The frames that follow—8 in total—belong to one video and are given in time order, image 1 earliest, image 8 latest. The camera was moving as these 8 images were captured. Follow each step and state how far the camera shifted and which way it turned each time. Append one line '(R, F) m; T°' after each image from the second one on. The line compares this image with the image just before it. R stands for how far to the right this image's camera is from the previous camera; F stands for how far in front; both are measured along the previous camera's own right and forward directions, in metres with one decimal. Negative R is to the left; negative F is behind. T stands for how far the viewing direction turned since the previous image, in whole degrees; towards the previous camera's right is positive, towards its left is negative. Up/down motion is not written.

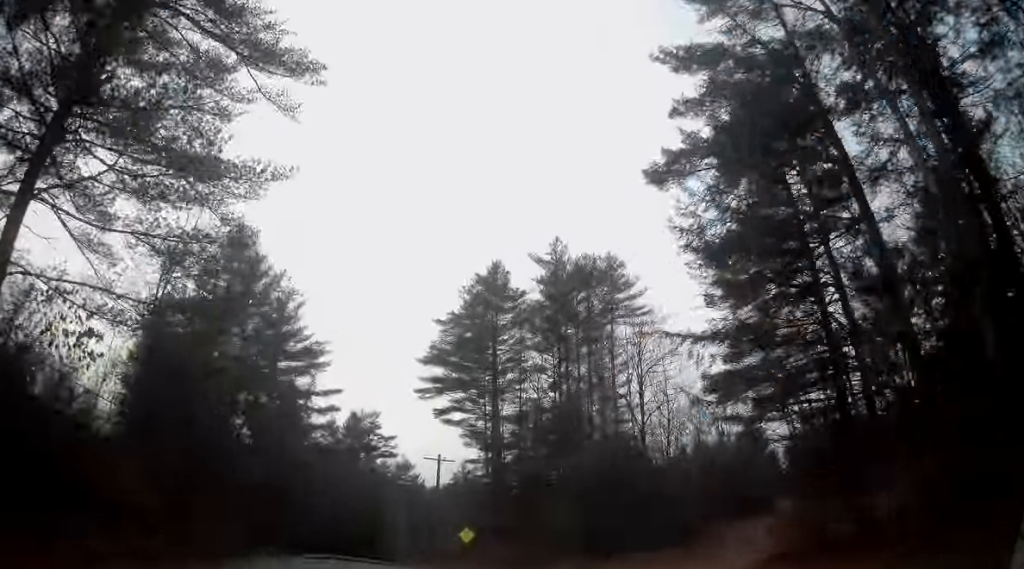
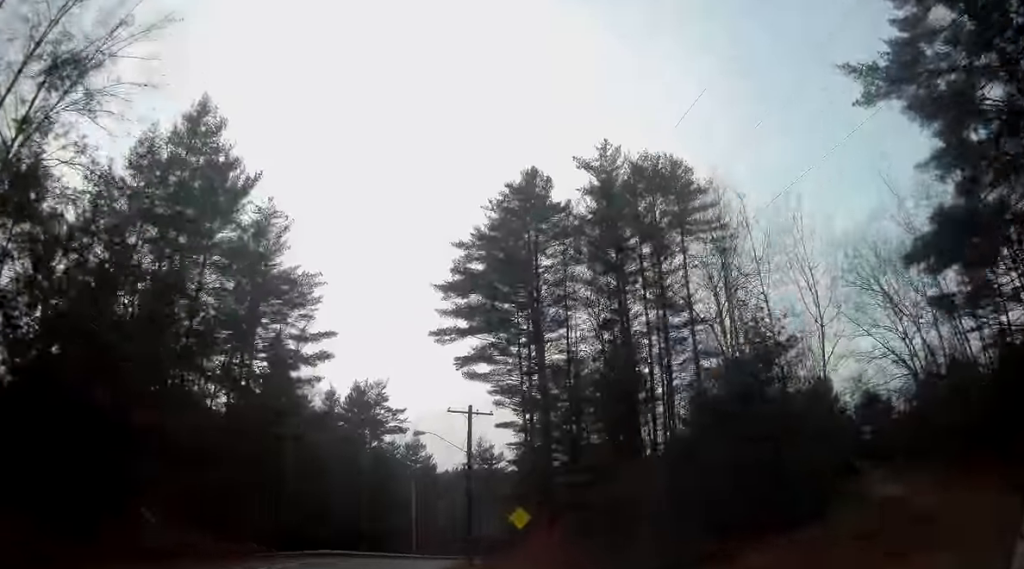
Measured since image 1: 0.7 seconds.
(+0.1, +13.6) m; +1°
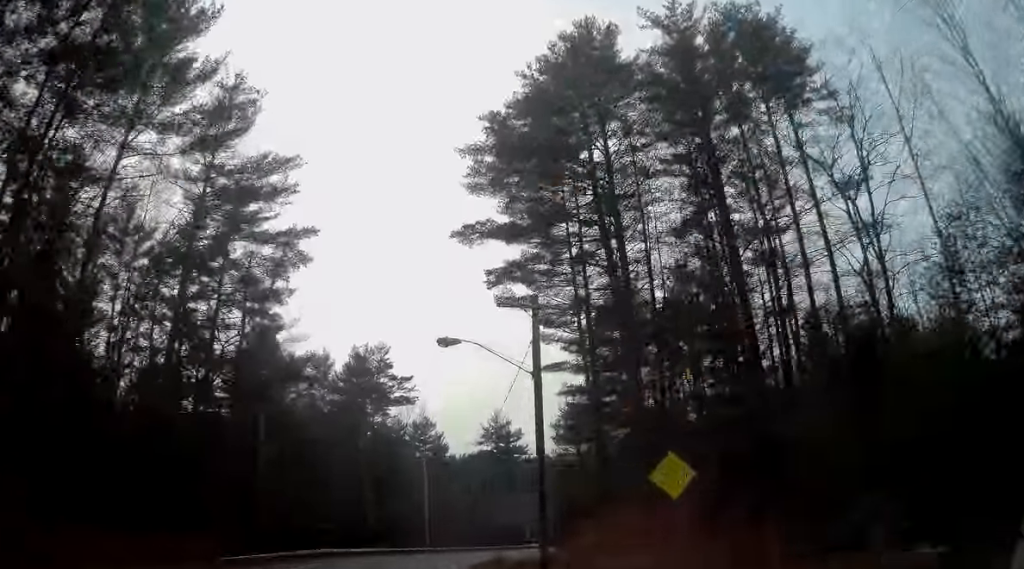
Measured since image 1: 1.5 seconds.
(+0.2, +14.3) m; +2°
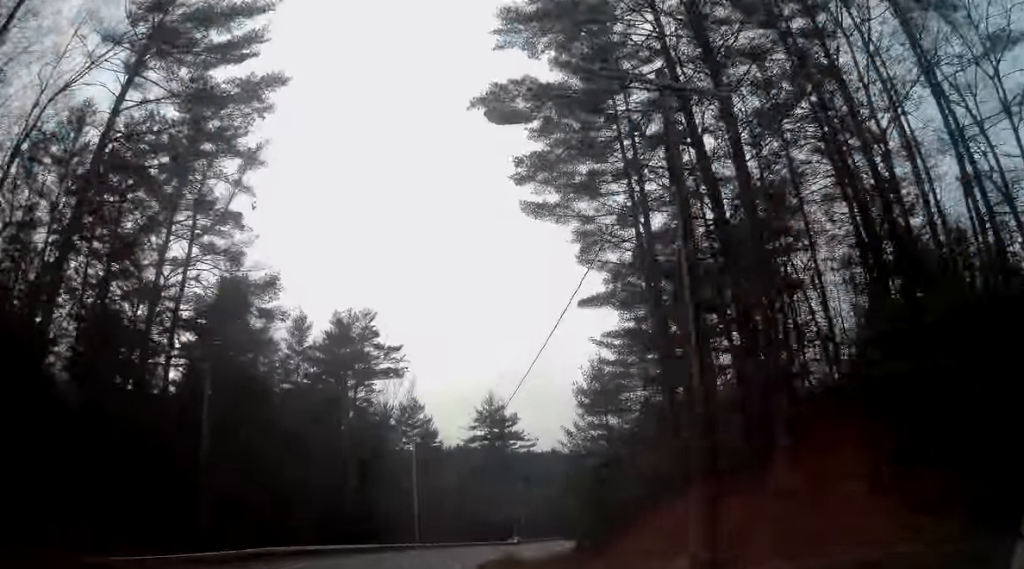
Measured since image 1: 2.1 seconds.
(0.0, +10.6) m; +2°
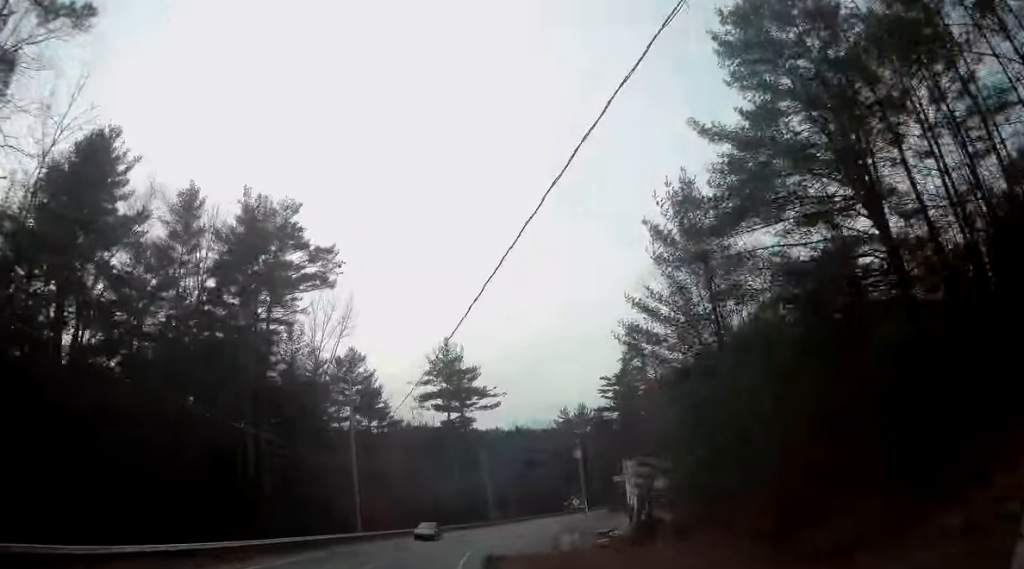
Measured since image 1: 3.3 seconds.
(+1.4, +23.0) m; +7°
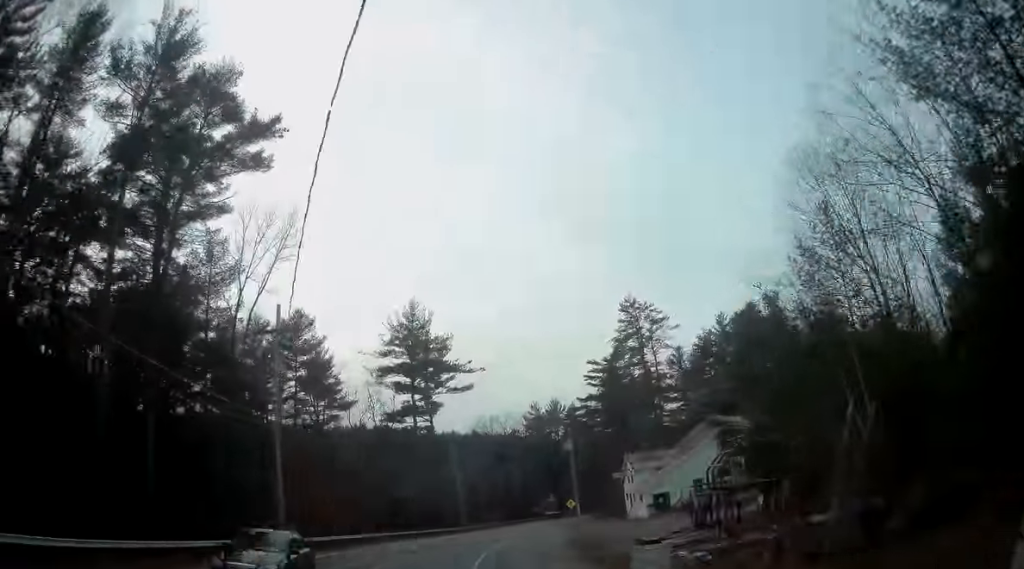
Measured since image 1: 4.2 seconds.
(+0.7, +17.2) m; +6°
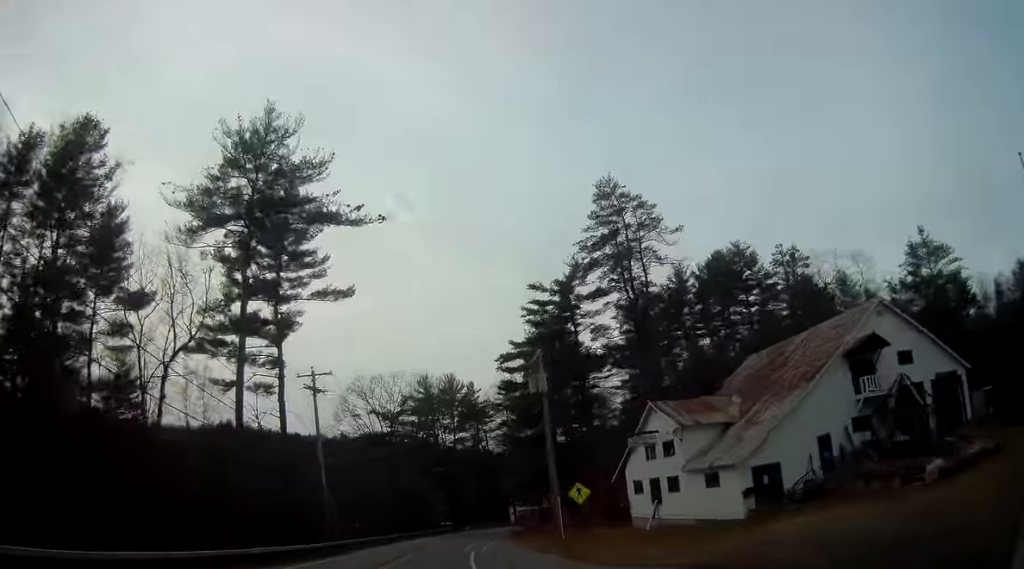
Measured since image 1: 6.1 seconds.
(+4.2, +37.9) m; +10°
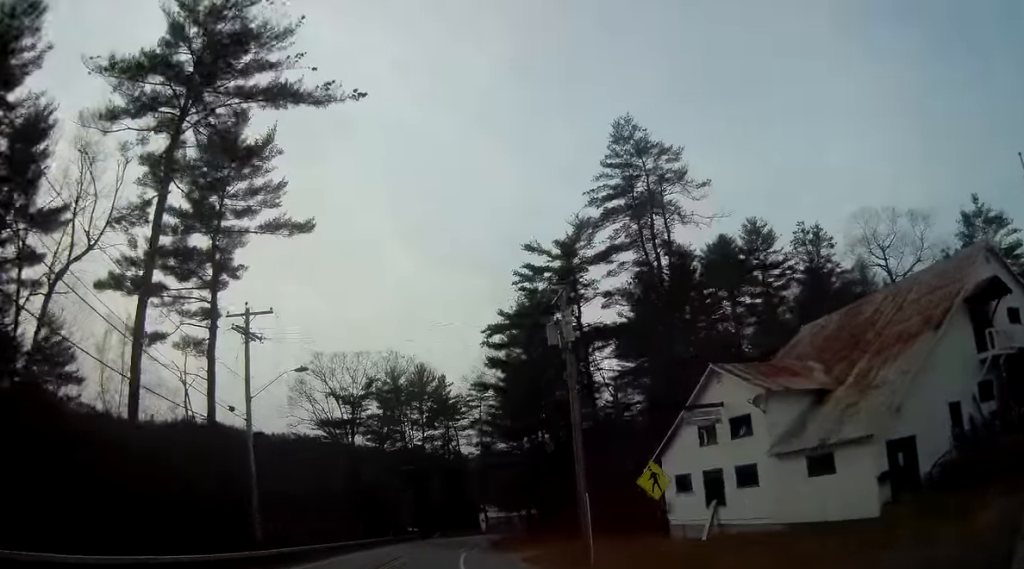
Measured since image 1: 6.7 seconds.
(+0.2, +11.9) m; +2°
